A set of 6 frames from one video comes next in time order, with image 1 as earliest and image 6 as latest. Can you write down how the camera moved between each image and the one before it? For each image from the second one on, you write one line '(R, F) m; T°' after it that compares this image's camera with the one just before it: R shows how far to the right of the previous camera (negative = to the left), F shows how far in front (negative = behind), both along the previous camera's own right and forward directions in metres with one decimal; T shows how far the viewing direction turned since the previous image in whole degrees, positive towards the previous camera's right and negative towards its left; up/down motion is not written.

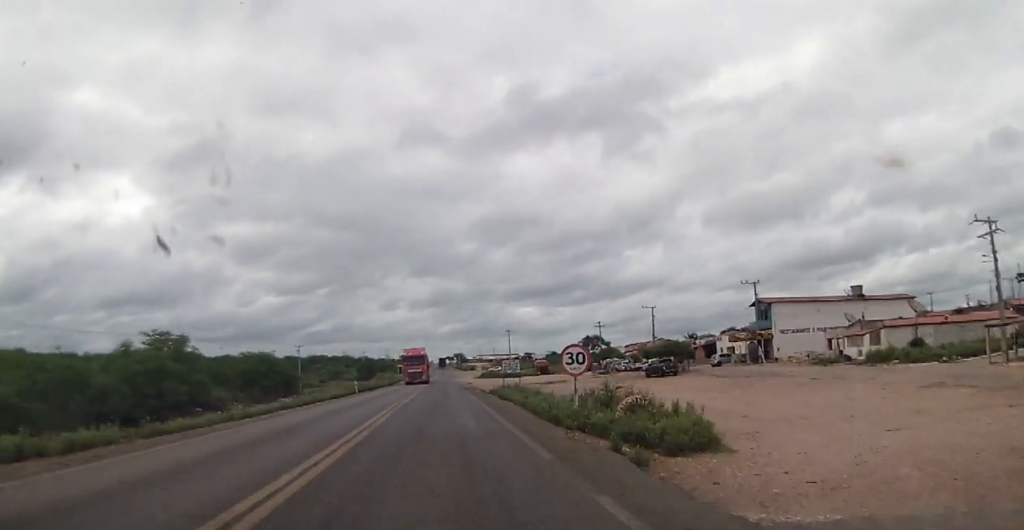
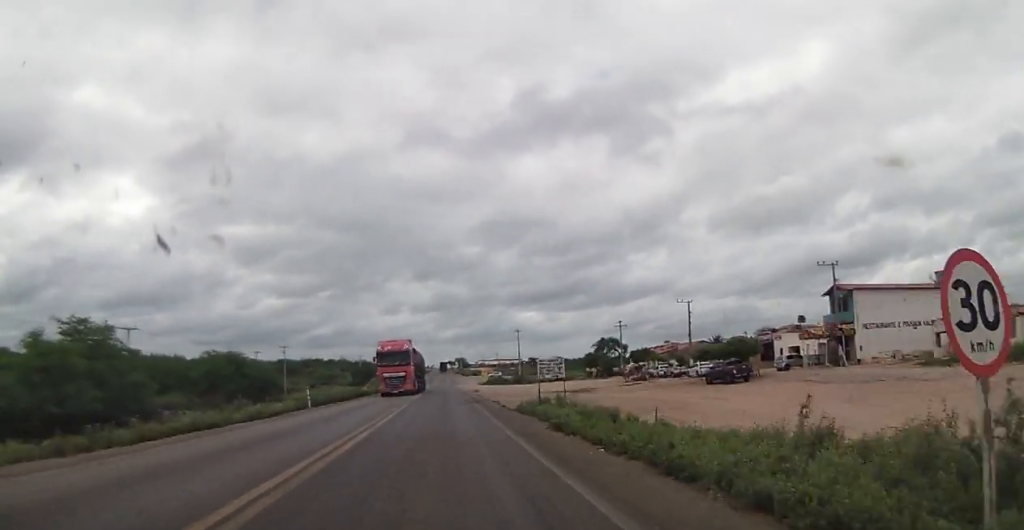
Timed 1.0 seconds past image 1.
(-0.3, +17.1) m; 0°
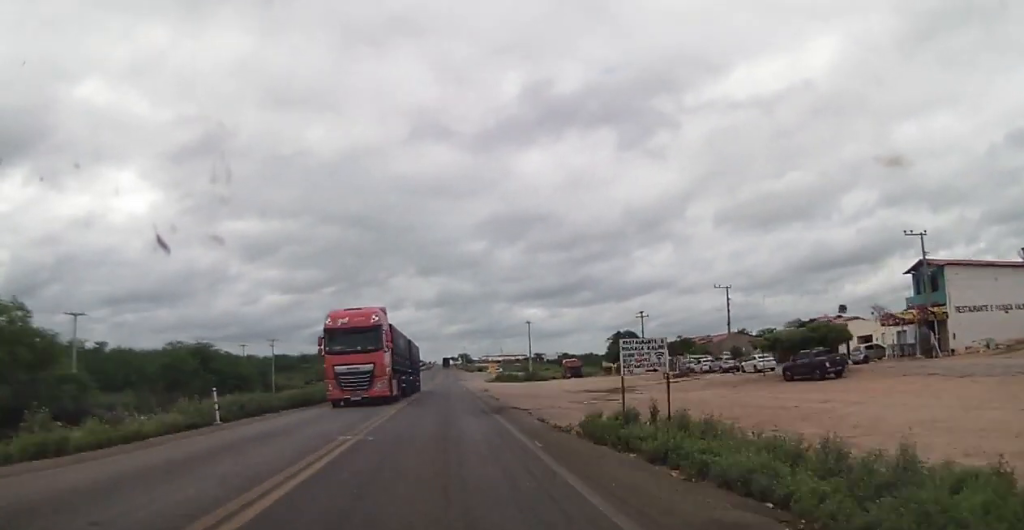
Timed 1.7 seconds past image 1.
(+0.3, +13.3) m; 0°
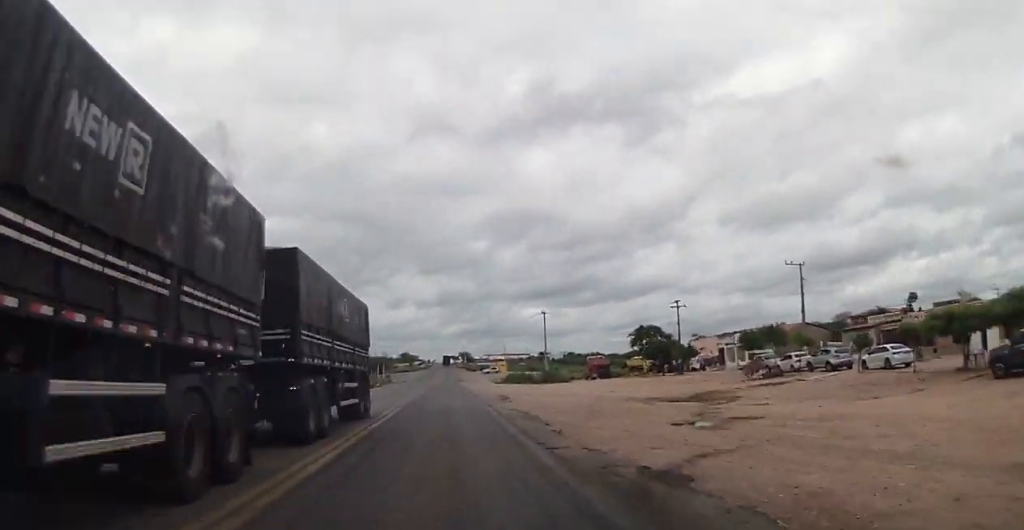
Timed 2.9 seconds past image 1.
(-0.2, +19.4) m; -1°
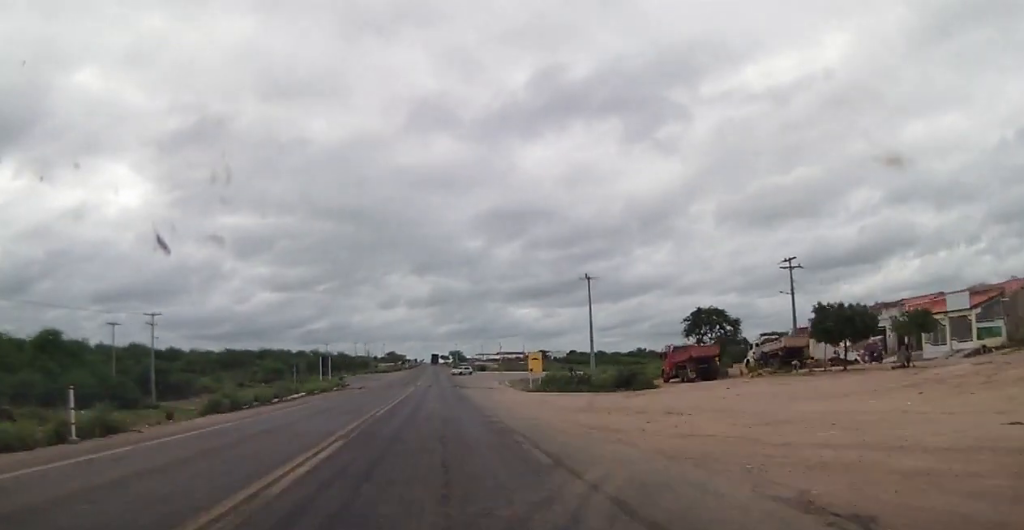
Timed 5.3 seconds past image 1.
(+1.1, +38.6) m; +2°
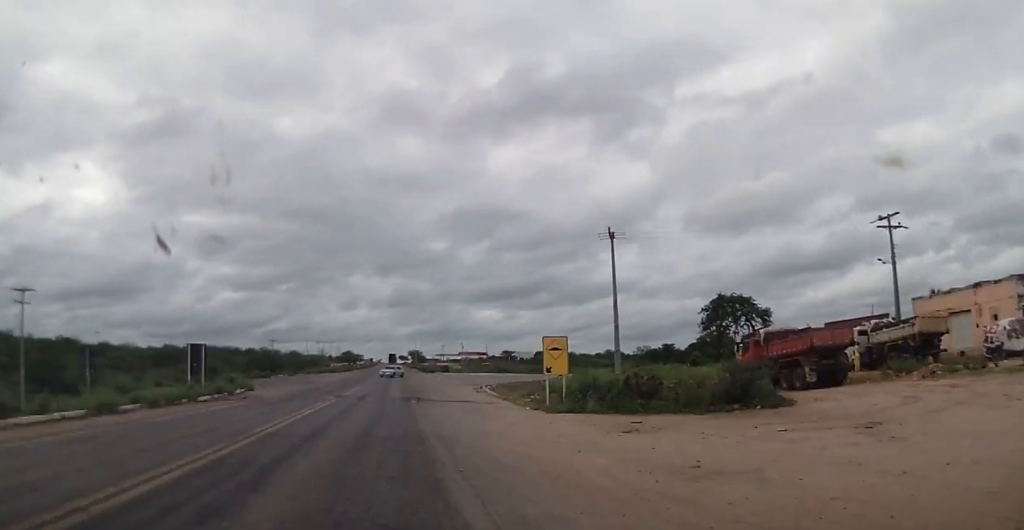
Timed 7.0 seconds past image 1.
(-0.4, +23.3) m; +1°
